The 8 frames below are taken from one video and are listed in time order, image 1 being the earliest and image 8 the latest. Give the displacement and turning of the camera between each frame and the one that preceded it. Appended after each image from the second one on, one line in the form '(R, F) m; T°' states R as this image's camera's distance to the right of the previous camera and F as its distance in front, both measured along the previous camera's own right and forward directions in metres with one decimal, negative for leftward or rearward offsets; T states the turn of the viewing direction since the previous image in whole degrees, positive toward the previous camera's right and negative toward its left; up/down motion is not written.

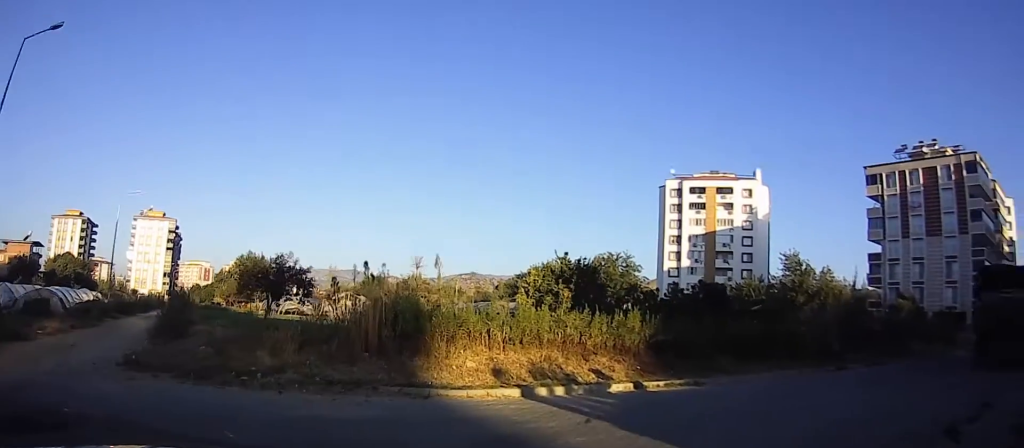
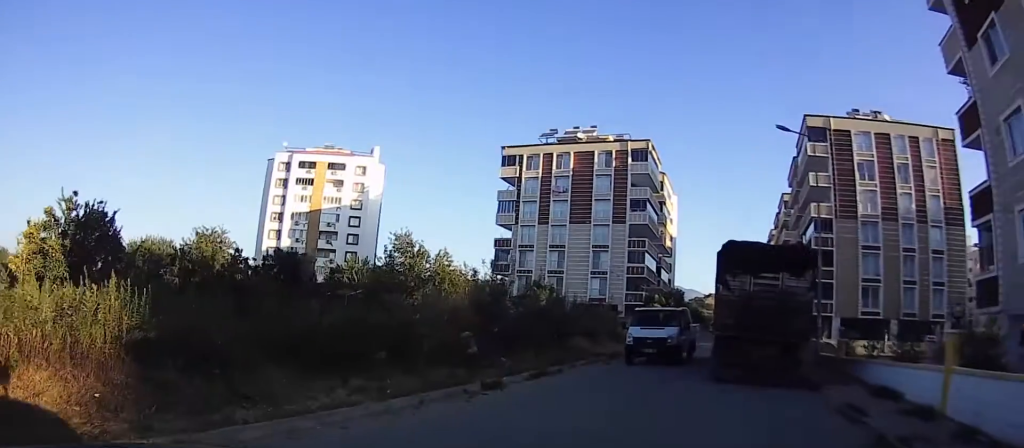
(+2.3, +6.5) m; +40°
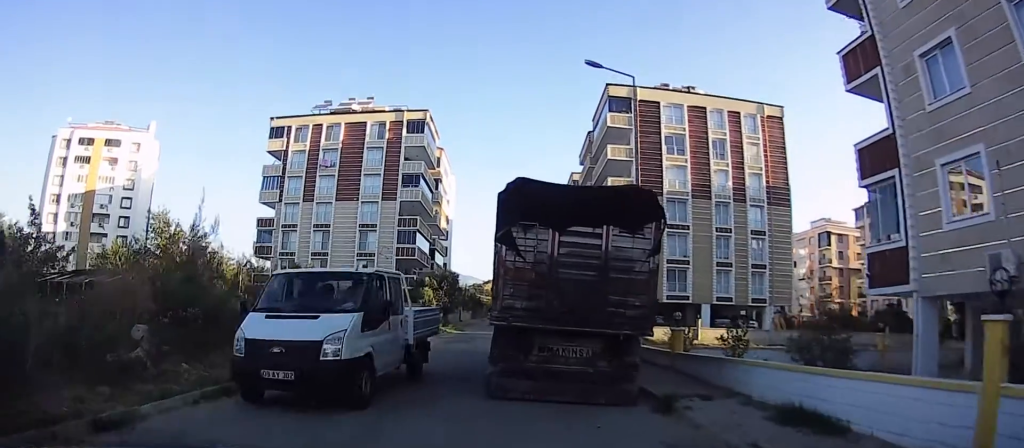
(+0.9, +4.2) m; +21°
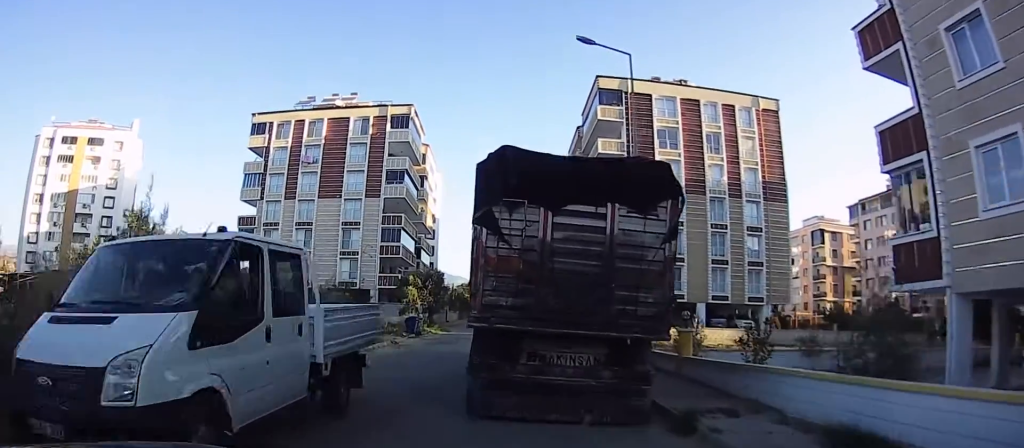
(+0.3, +1.4) m; -2°
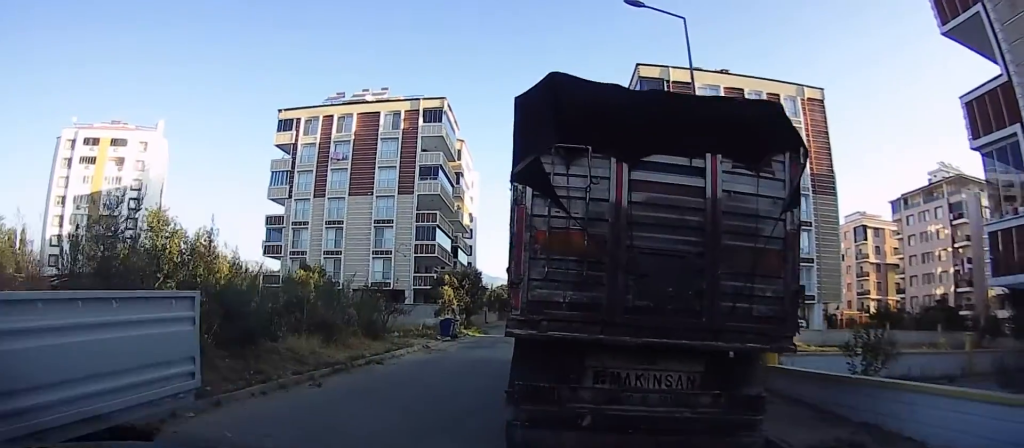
(+0.1, +2.0) m; -6°
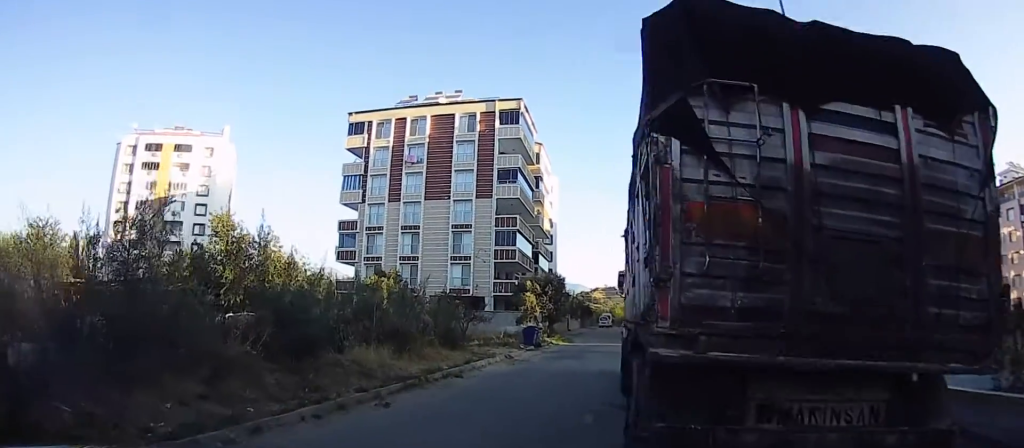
(-0.4, +1.7) m; -10°
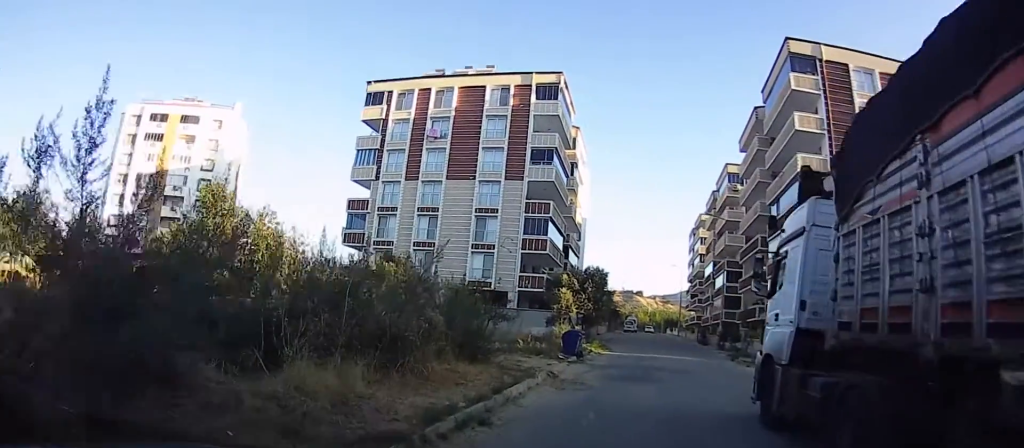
(-0.2, +6.5) m; +2°
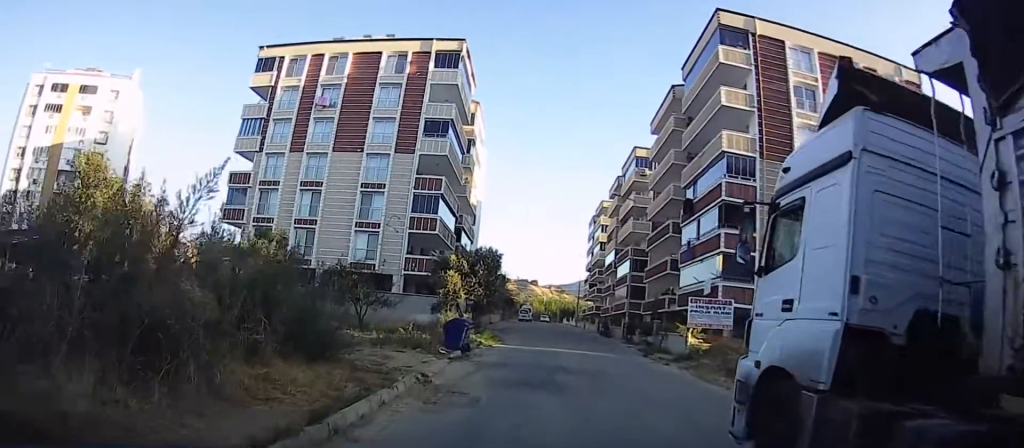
(+0.2, +3.4) m; +9°
